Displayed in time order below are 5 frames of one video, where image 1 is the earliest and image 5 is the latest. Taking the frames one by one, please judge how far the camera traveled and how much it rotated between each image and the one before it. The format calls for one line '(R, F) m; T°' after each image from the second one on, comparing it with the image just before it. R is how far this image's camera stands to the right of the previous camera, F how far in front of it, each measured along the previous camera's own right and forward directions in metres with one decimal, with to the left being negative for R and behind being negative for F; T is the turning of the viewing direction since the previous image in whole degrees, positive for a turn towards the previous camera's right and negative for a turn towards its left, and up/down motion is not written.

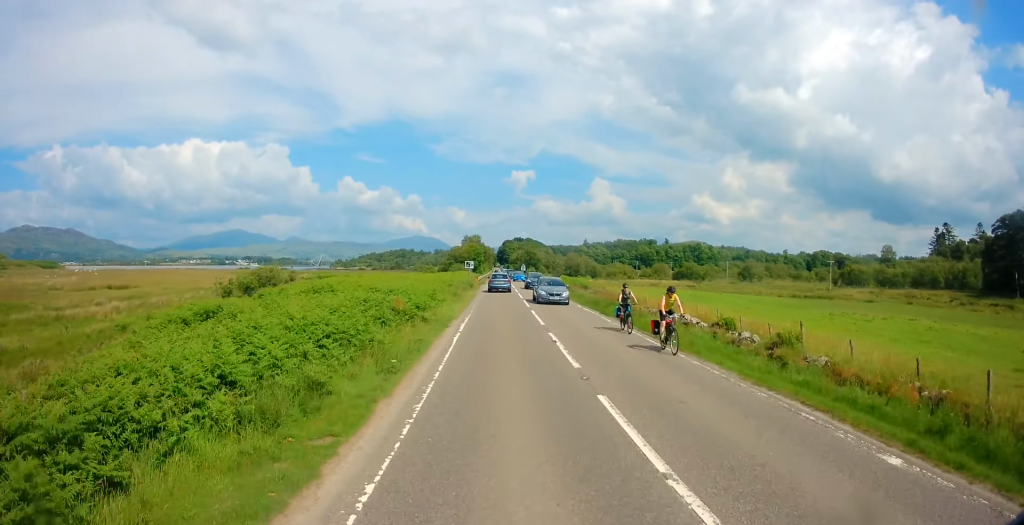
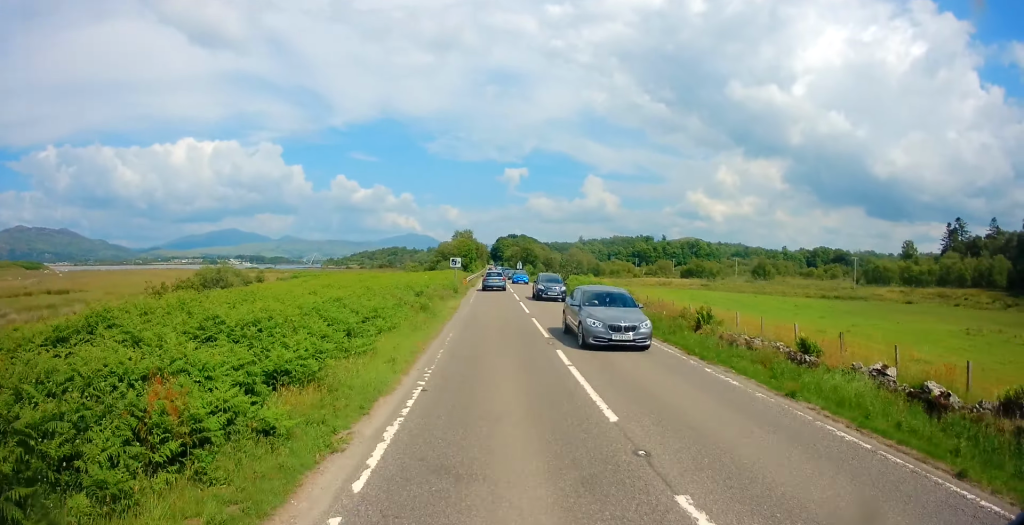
(0.0, +13.1) m; -1°
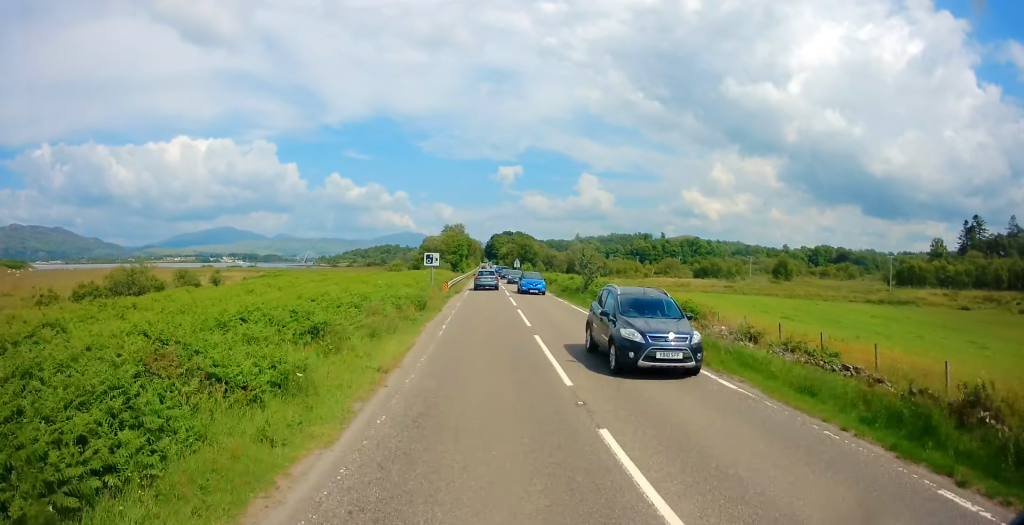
(-0.3, +15.4) m; +1°
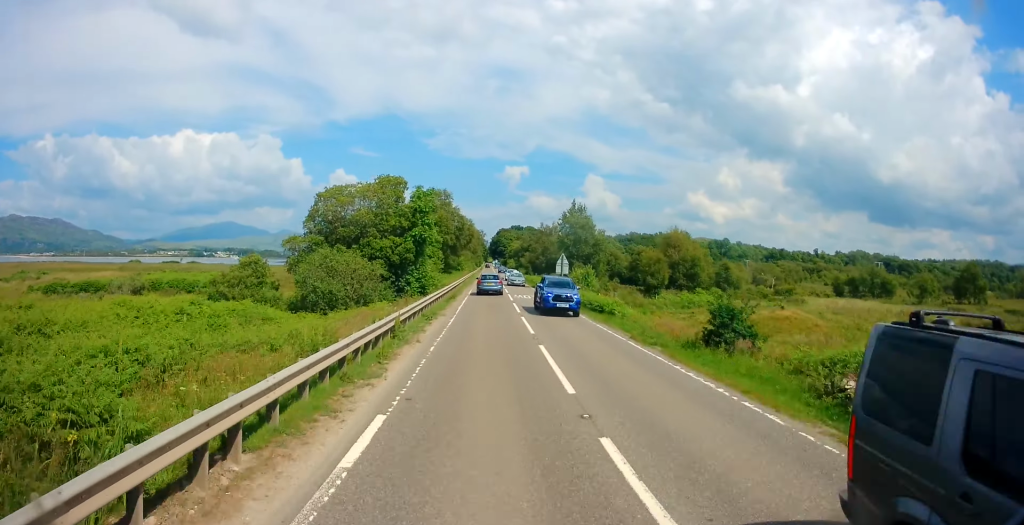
(0.0, +63.2) m; -1°
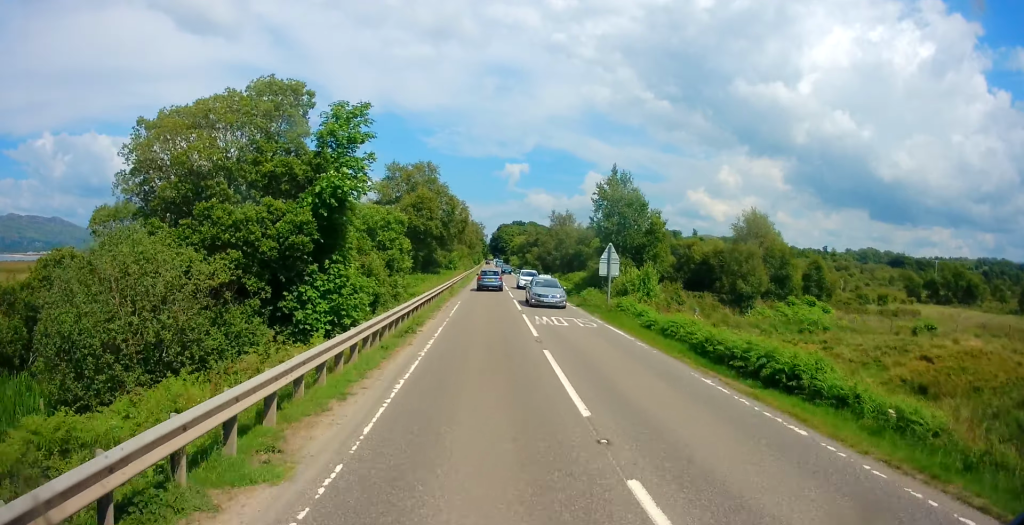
(-0.4, +19.0) m; -1°
